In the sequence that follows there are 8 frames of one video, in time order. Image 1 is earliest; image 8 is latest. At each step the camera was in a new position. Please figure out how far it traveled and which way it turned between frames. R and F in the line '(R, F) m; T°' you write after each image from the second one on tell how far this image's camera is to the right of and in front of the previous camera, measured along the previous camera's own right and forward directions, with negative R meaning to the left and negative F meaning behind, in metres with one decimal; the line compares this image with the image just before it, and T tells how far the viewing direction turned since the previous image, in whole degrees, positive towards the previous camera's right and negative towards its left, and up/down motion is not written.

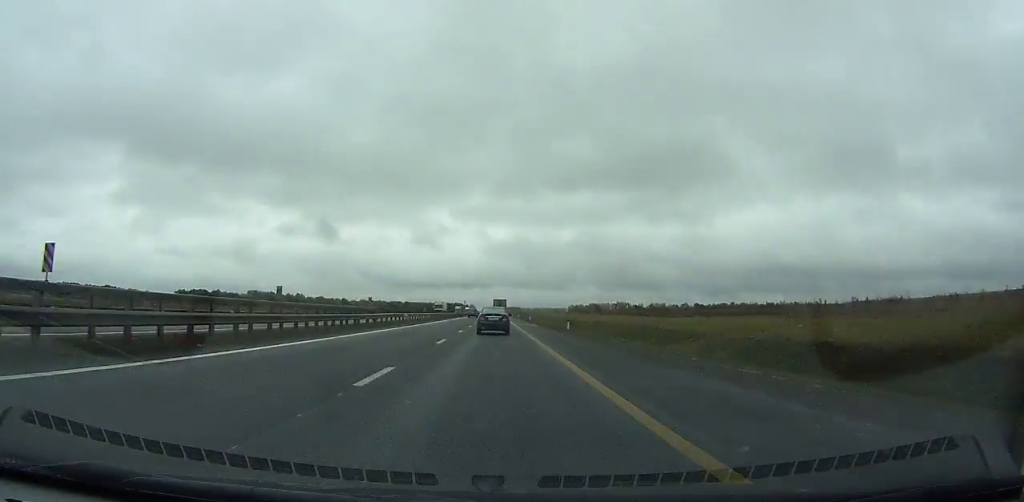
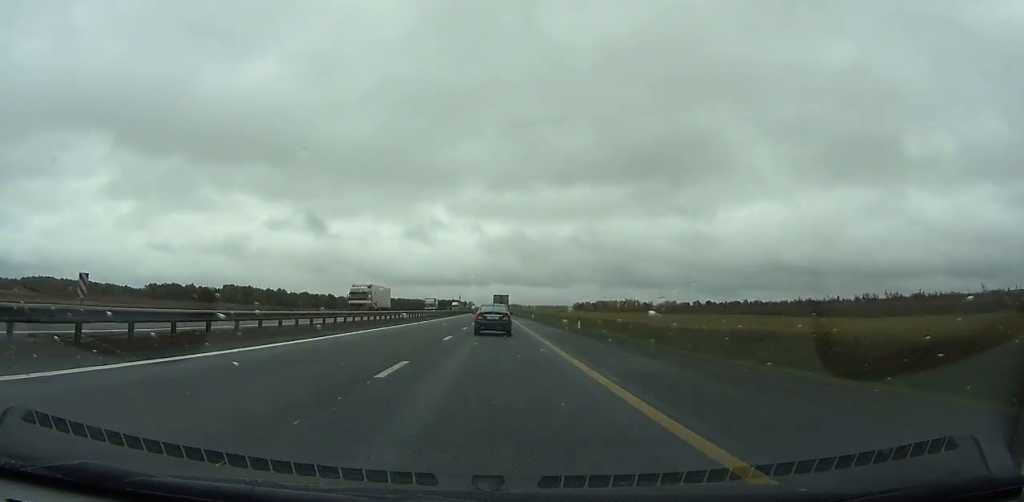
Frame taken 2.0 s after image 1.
(-0.1, +61.8) m; 0°
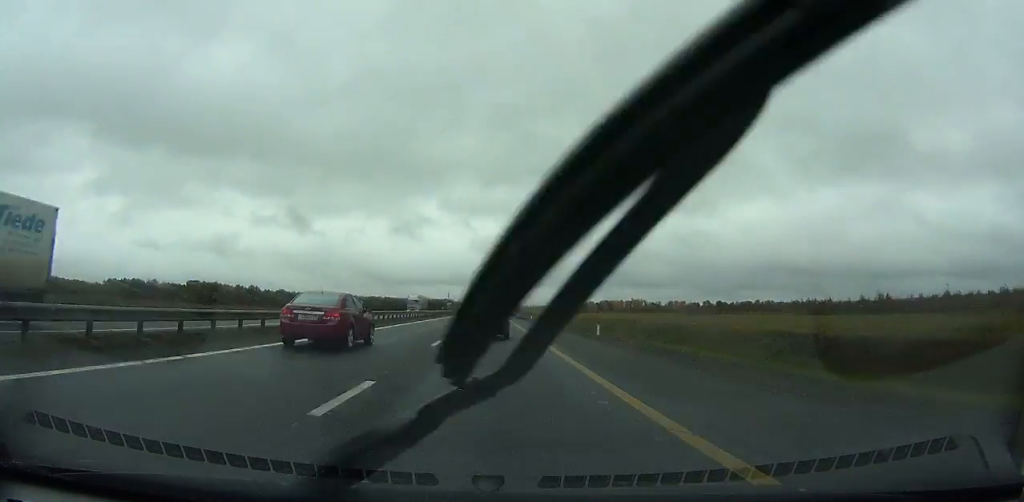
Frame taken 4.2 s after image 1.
(0.0, +66.5) m; 0°
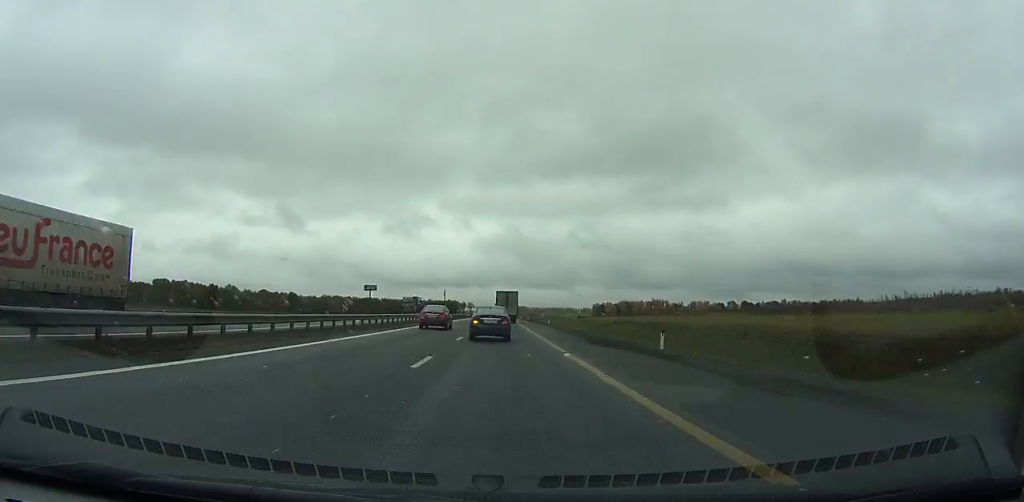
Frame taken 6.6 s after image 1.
(-0.2, +69.6) m; -1°
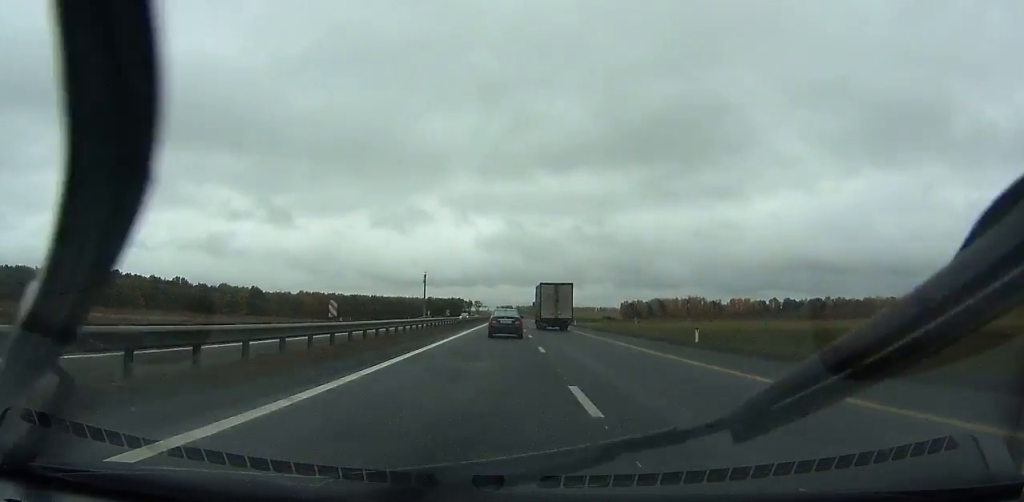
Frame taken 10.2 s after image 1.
(-0.9, +100.7) m; 0°
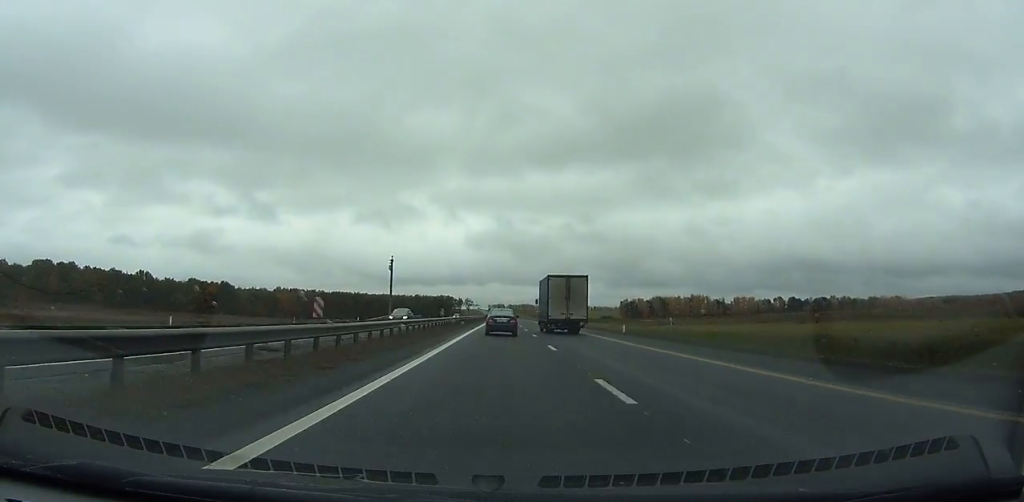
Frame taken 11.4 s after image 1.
(+0.1, +33.3) m; 0°
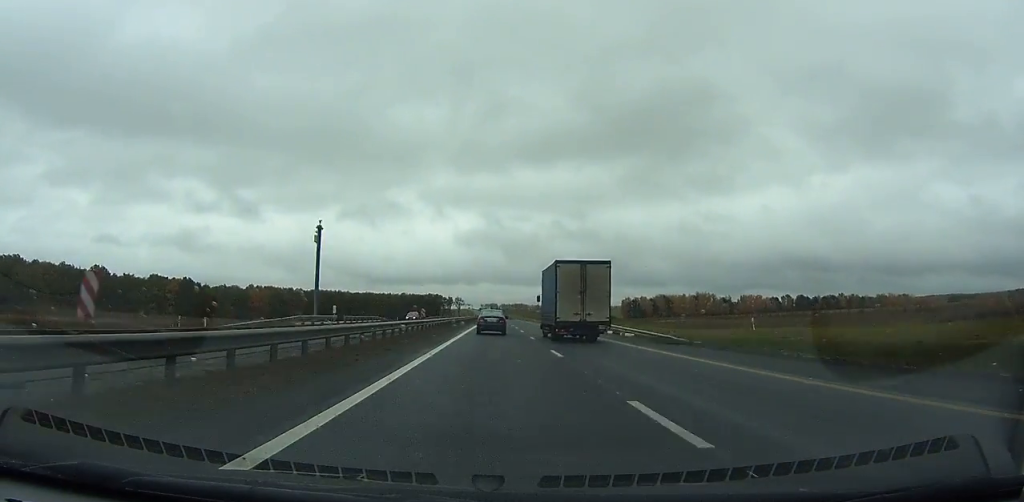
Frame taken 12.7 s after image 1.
(+0.2, +36.0) m; 0°
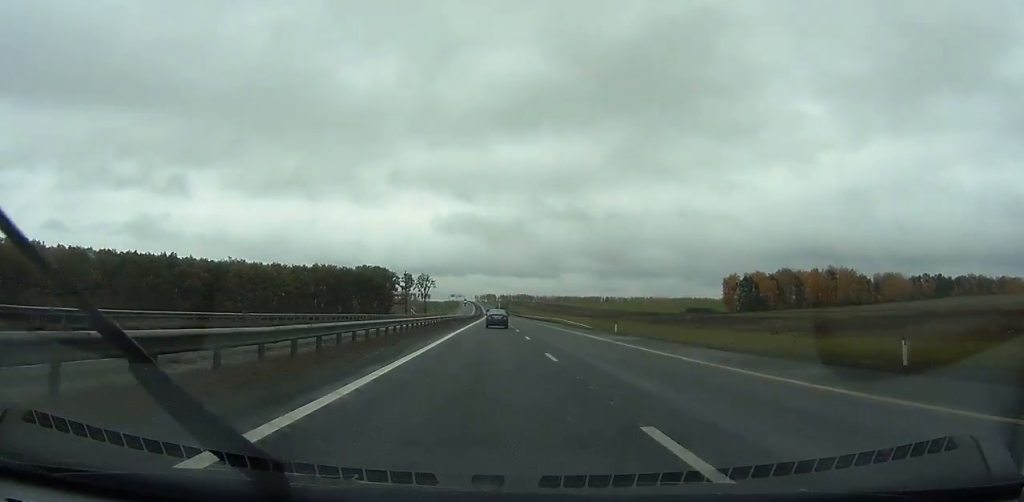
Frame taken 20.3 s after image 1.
(+2.5, +228.3) m; +1°
